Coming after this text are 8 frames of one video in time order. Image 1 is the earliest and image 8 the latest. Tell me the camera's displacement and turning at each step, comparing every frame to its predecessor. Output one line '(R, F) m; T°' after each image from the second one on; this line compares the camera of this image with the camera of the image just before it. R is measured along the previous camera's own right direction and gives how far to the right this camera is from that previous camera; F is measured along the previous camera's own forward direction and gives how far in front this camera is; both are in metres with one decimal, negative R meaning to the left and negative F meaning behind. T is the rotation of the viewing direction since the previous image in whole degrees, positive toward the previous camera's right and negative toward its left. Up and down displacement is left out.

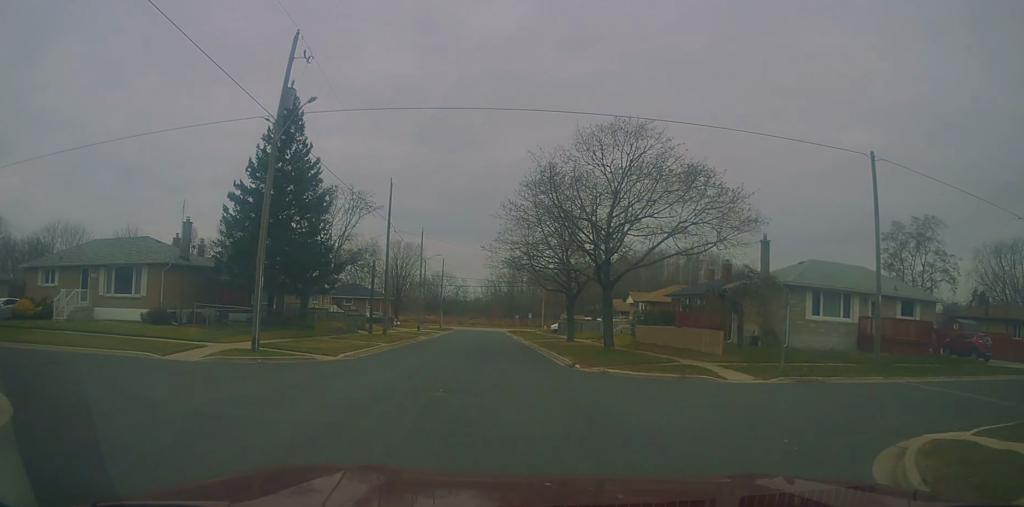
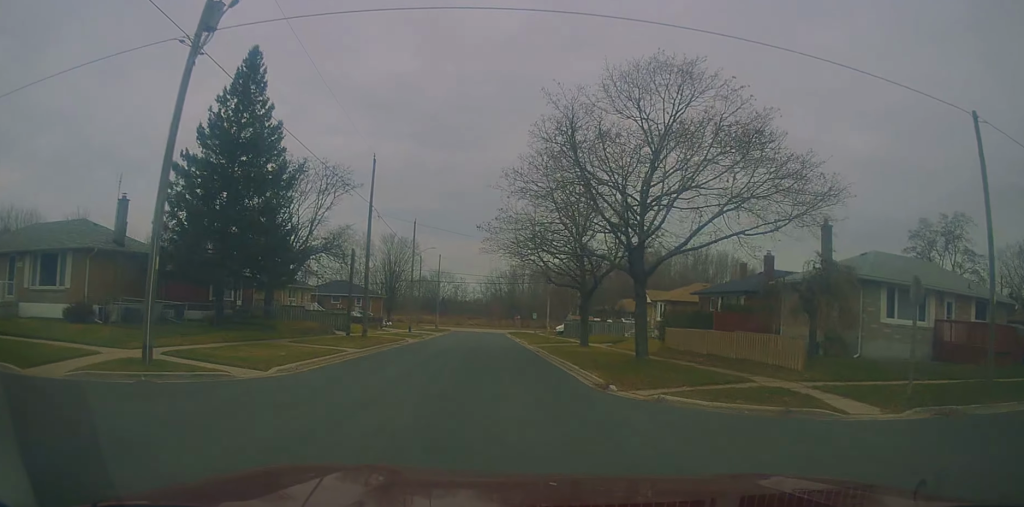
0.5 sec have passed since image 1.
(+0.1, +6.9) m; 0°
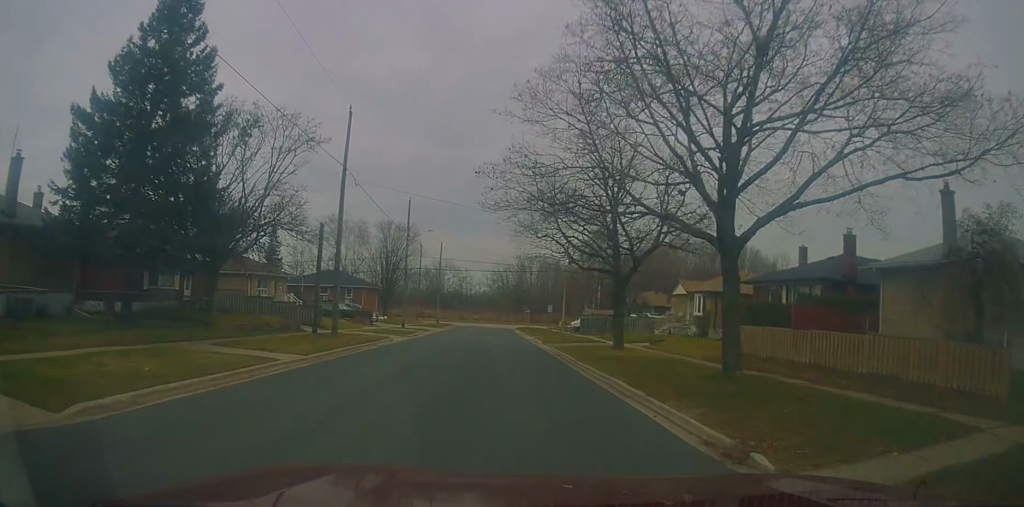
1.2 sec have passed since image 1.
(0.0, +8.5) m; -1°
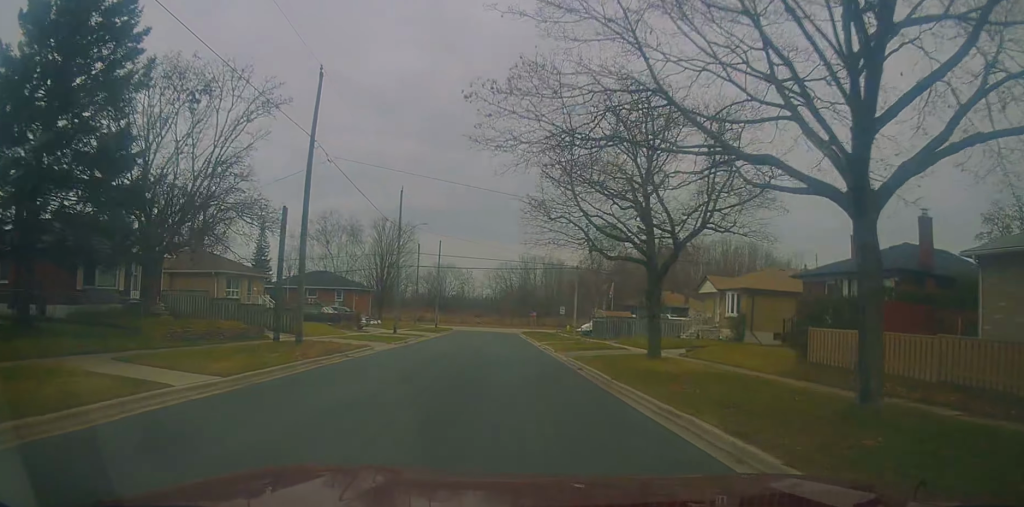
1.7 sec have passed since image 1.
(0.0, +5.9) m; -1°
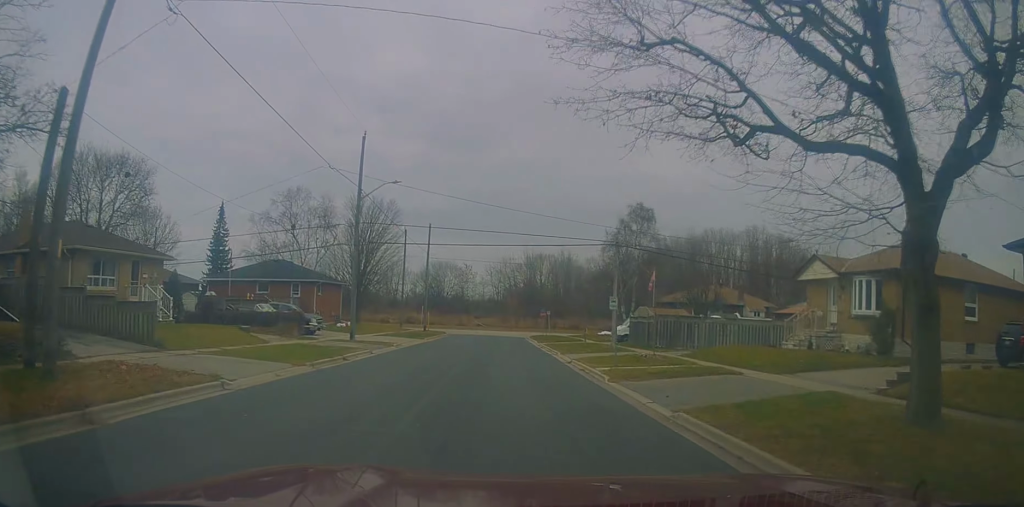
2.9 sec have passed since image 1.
(-0.5, +14.9) m; -1°
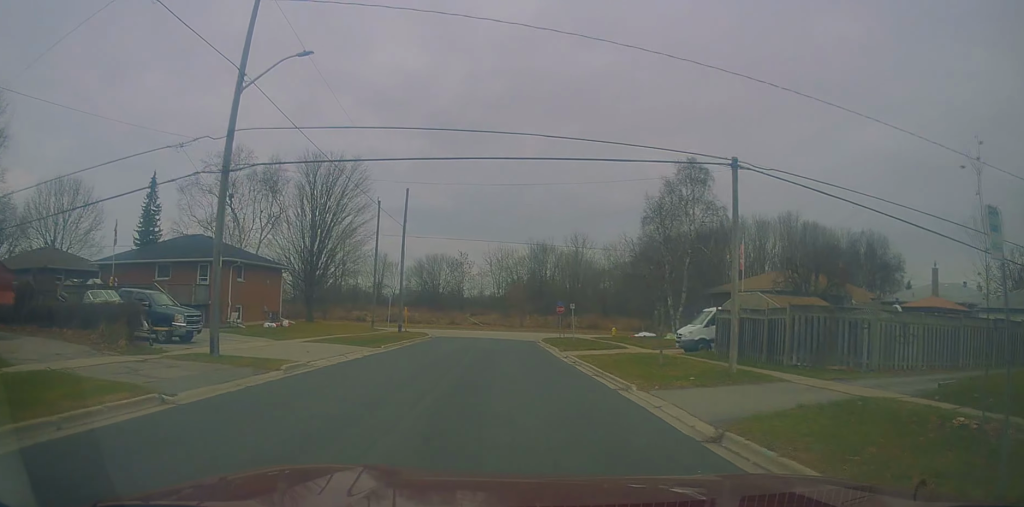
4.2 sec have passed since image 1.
(+0.4, +16.6) m; +3°
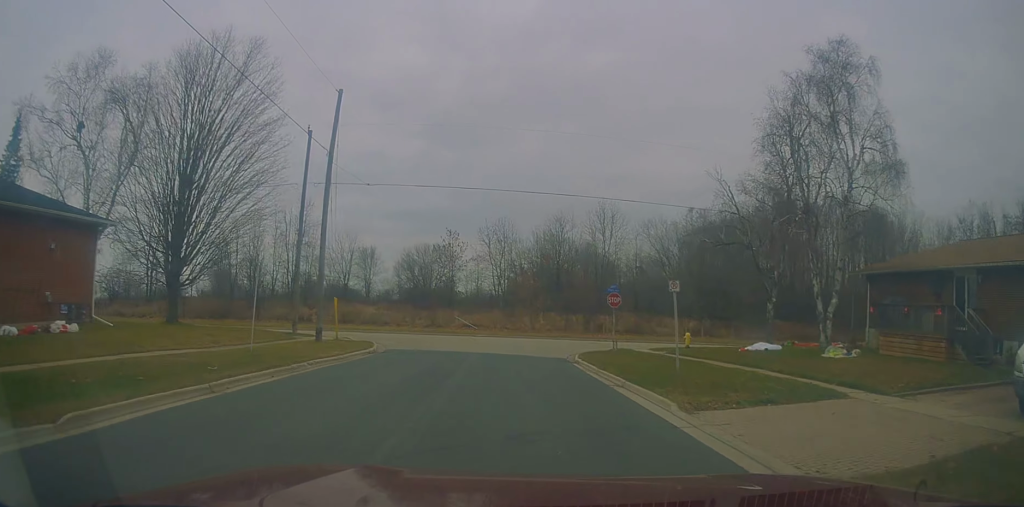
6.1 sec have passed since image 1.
(+0.6, +21.6) m; -2°
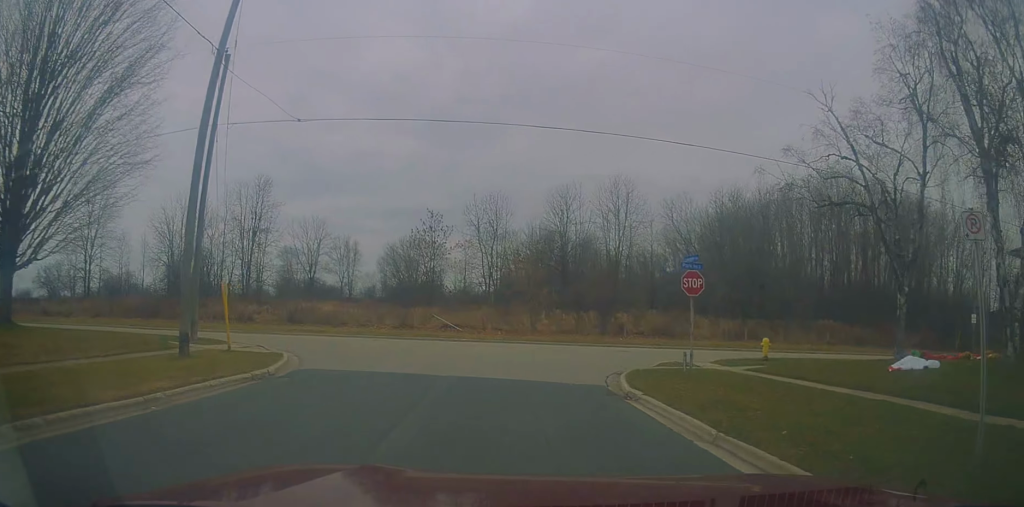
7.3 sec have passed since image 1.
(-0.6, +11.4) m; +1°
